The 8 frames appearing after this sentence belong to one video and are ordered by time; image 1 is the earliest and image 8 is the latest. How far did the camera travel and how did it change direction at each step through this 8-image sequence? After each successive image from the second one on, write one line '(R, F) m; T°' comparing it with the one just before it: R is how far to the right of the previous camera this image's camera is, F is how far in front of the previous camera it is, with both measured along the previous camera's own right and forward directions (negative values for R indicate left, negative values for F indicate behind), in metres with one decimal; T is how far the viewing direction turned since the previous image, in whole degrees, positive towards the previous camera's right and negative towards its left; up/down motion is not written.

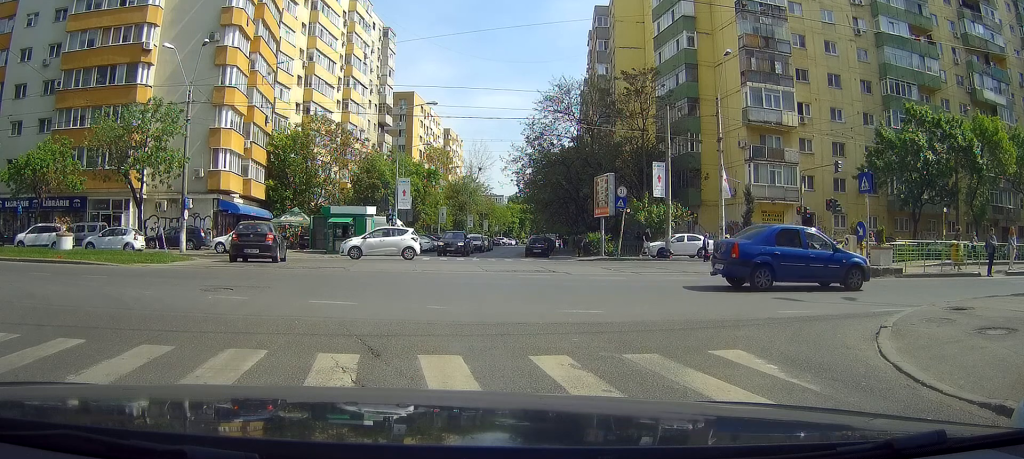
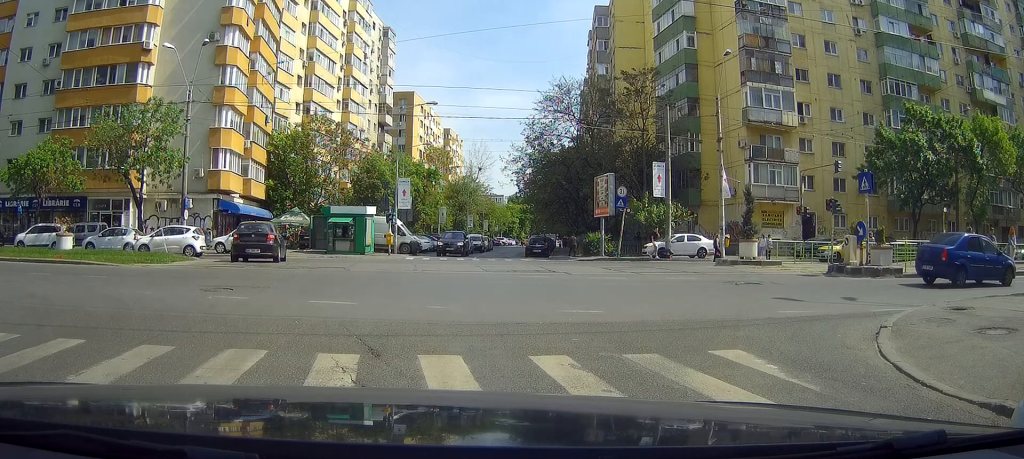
(0.0, 0.0) m; 0°
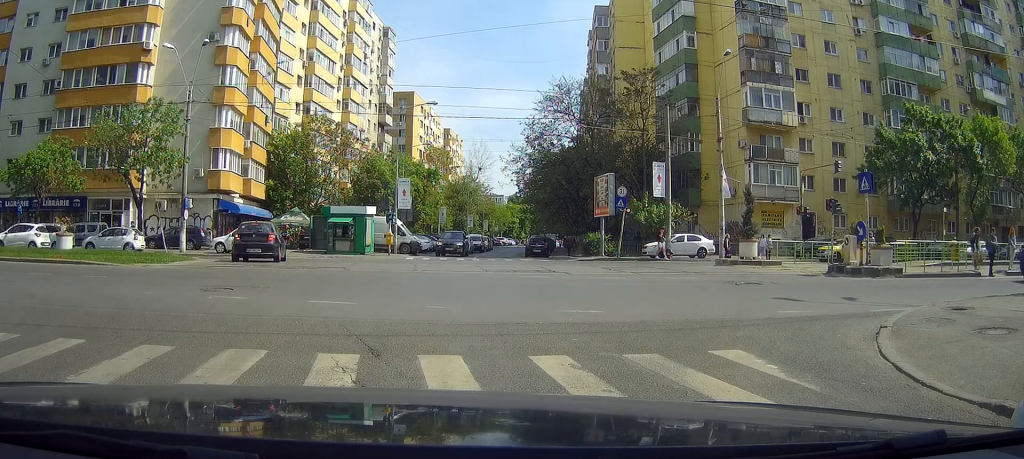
(0.0, 0.0) m; 0°
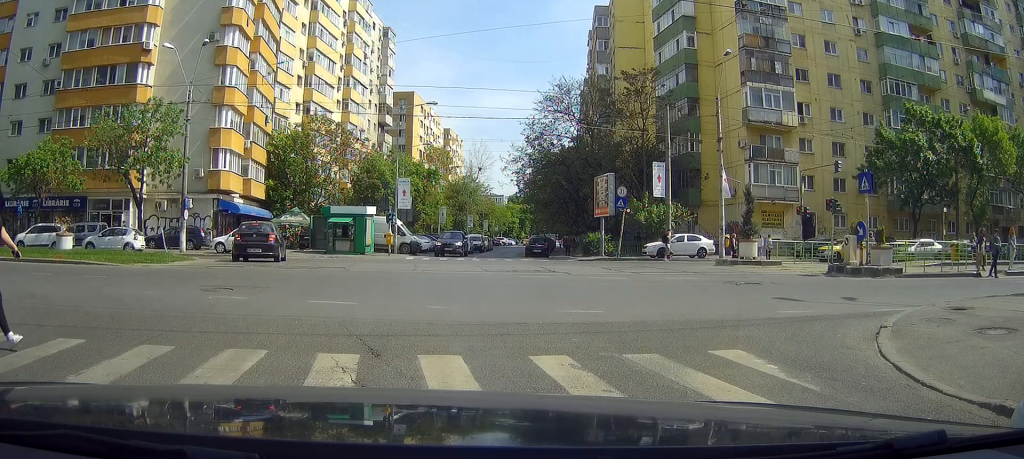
(0.0, 0.0) m; 0°
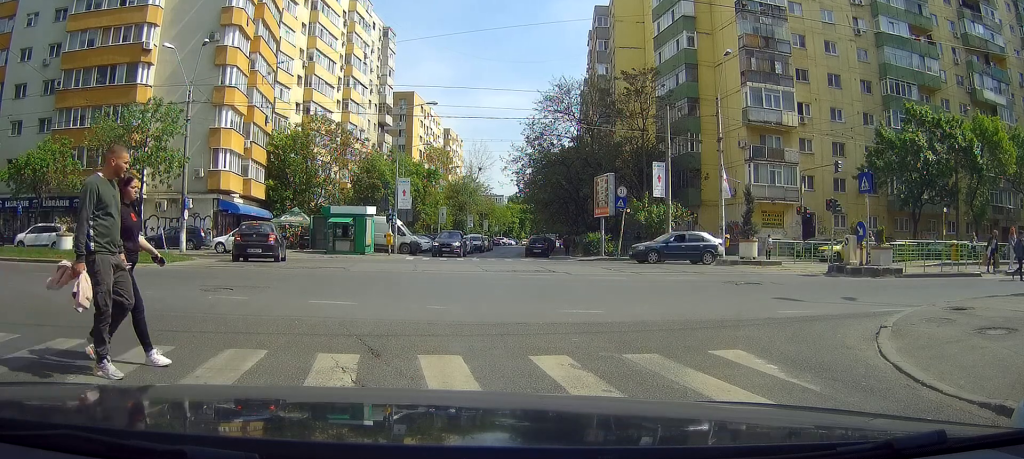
(0.0, 0.0) m; 0°
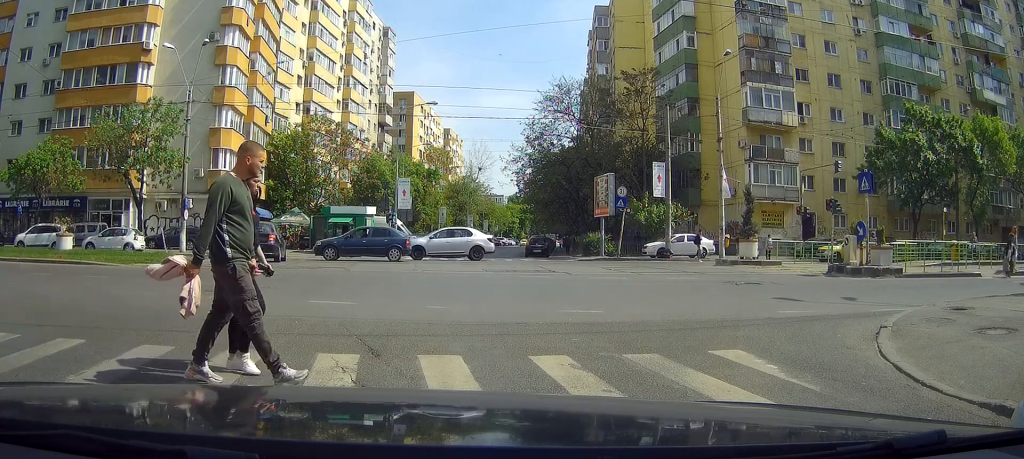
(0.0, 0.0) m; 0°
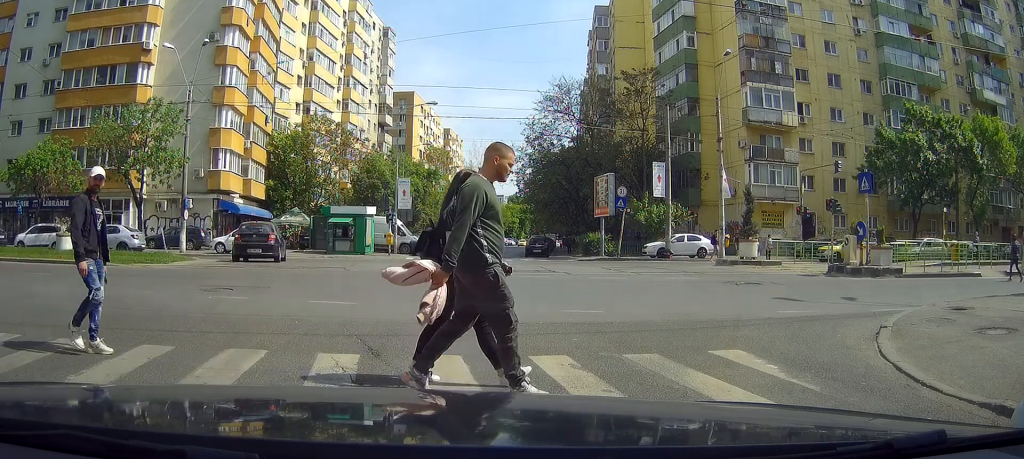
(0.0, 0.0) m; 0°
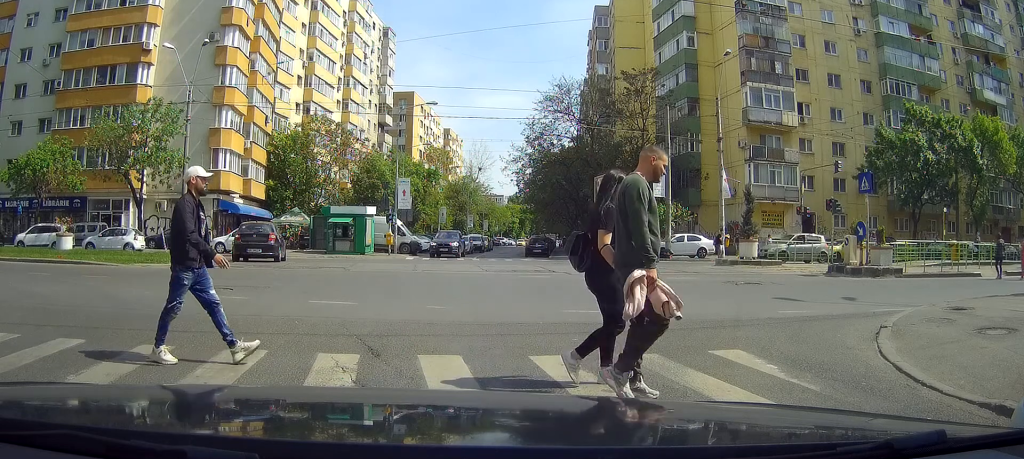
(0.0, 0.0) m; 0°
